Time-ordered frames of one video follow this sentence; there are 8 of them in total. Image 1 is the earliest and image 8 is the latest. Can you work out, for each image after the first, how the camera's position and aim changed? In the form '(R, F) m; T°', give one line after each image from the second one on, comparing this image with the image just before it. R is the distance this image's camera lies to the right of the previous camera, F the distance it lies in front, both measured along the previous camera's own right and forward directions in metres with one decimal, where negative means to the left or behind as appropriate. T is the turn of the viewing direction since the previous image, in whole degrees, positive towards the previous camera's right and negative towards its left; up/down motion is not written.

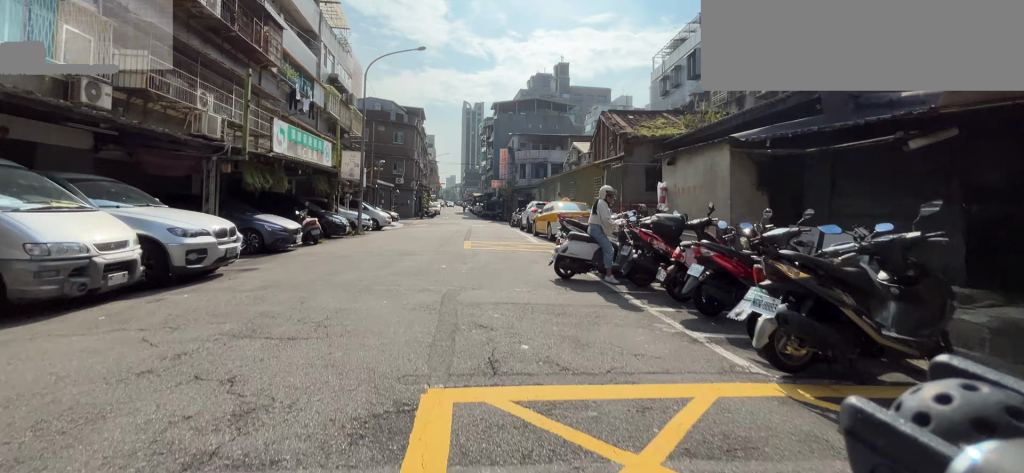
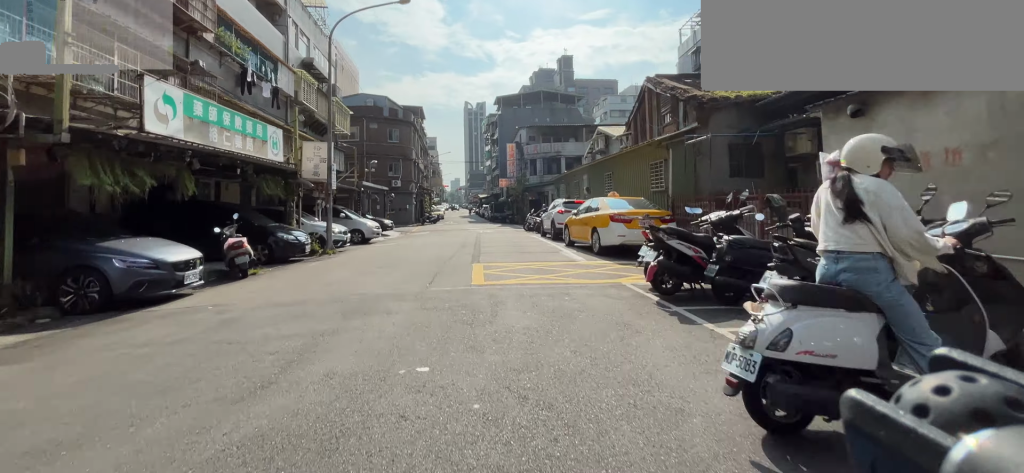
(0.0, +5.0) m; 0°
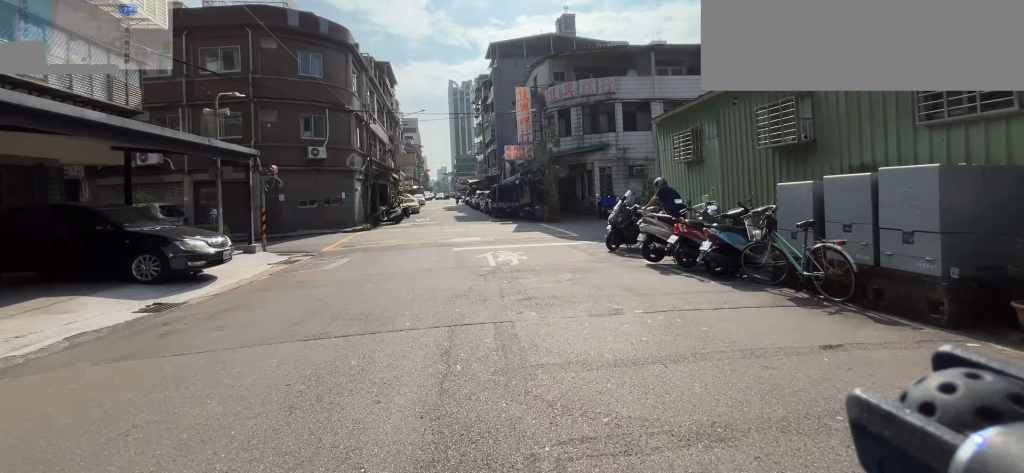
(+0.1, +18.0) m; -1°
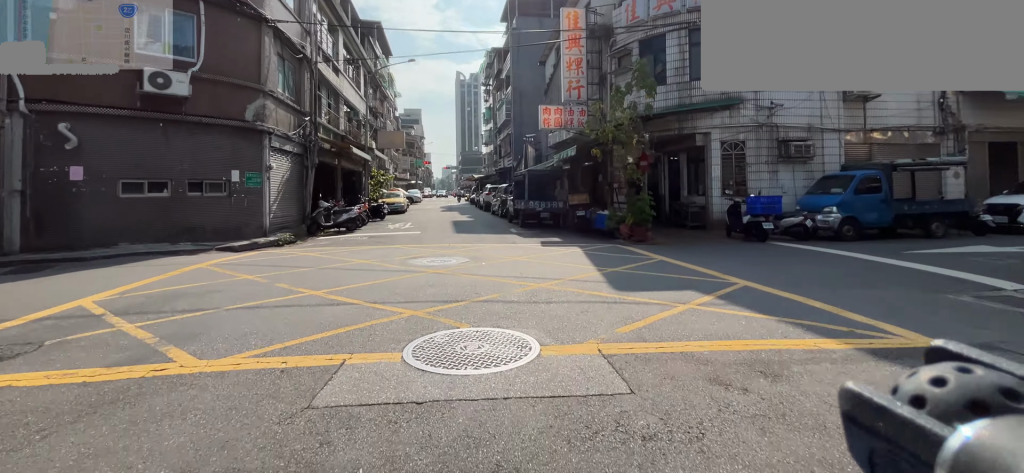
(-0.2, +11.9) m; -1°
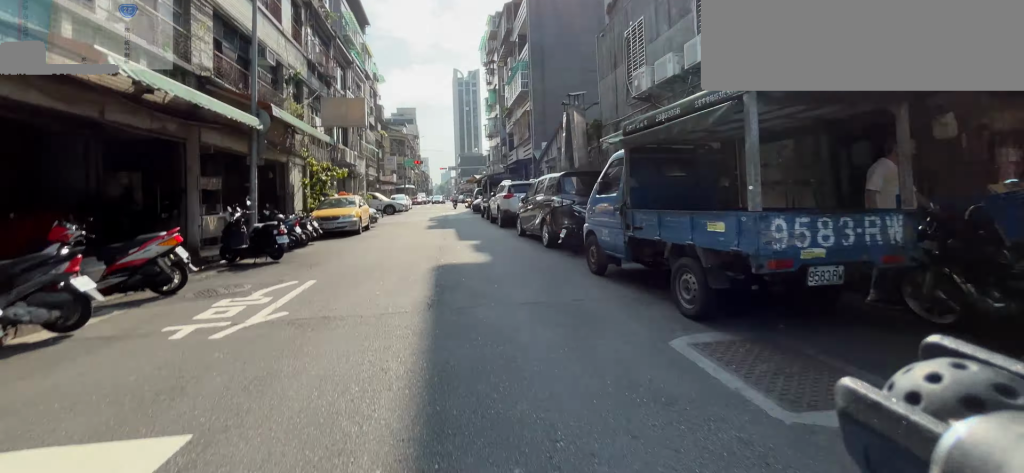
(0.0, +12.5) m; 0°
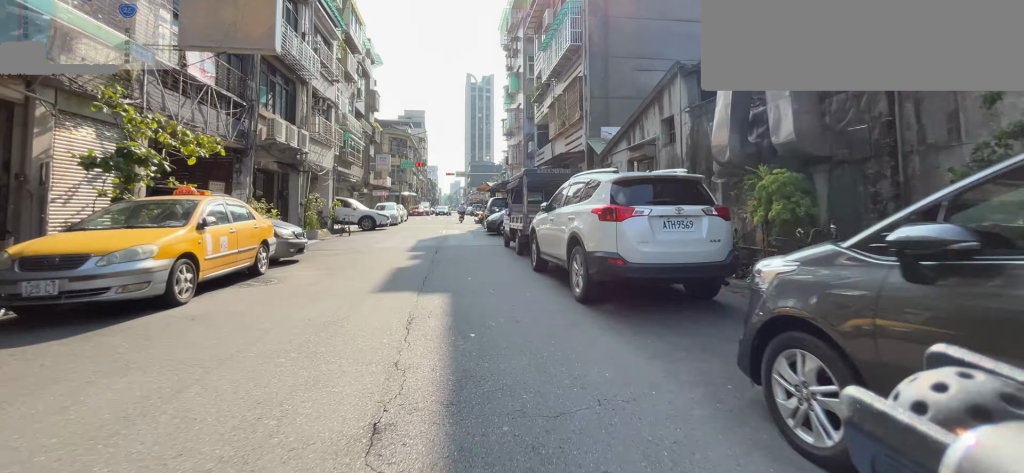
(0.0, +10.0) m; -1°
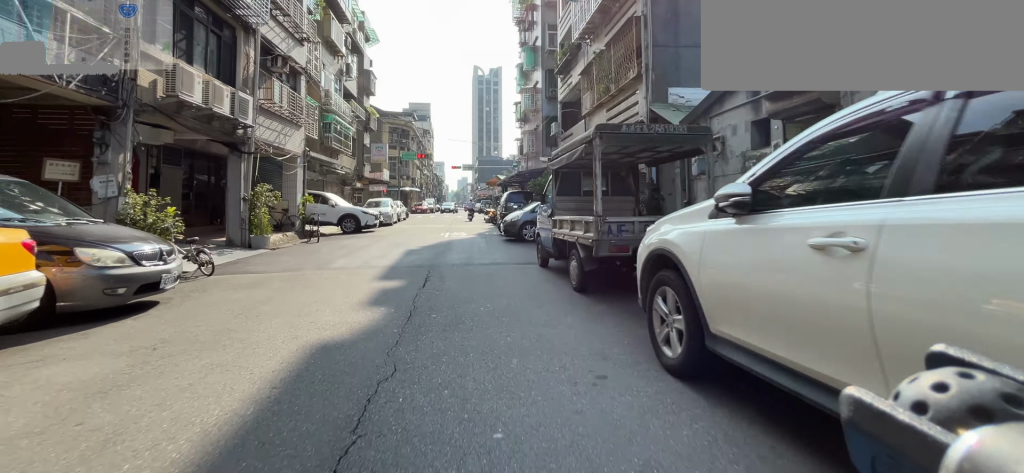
(0.0, +4.7) m; -1°
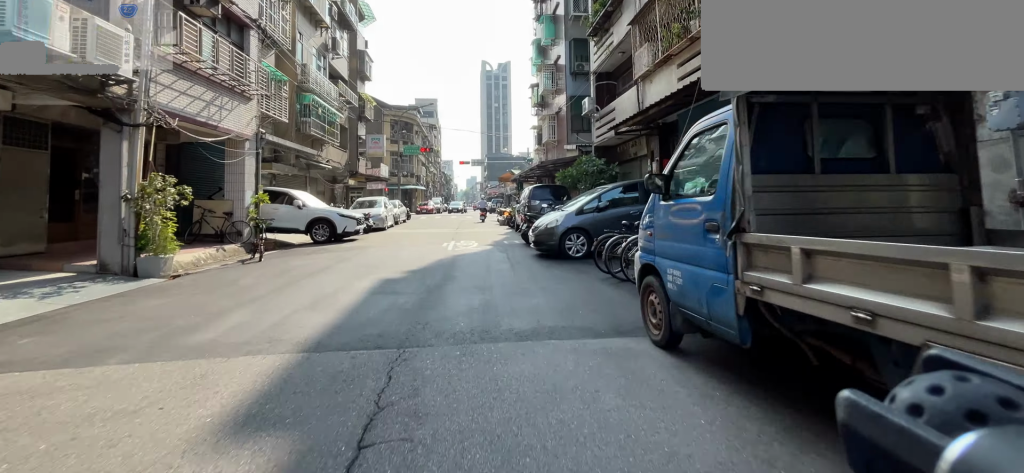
(-0.1, +4.0) m; -1°
